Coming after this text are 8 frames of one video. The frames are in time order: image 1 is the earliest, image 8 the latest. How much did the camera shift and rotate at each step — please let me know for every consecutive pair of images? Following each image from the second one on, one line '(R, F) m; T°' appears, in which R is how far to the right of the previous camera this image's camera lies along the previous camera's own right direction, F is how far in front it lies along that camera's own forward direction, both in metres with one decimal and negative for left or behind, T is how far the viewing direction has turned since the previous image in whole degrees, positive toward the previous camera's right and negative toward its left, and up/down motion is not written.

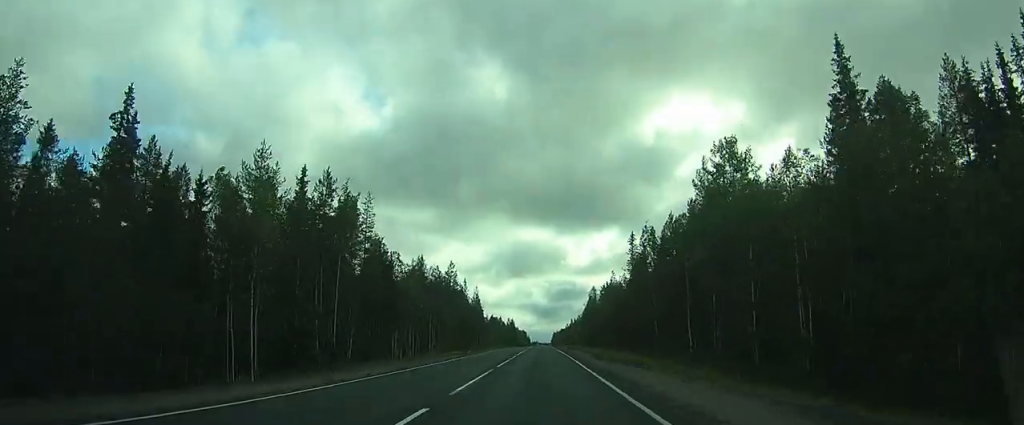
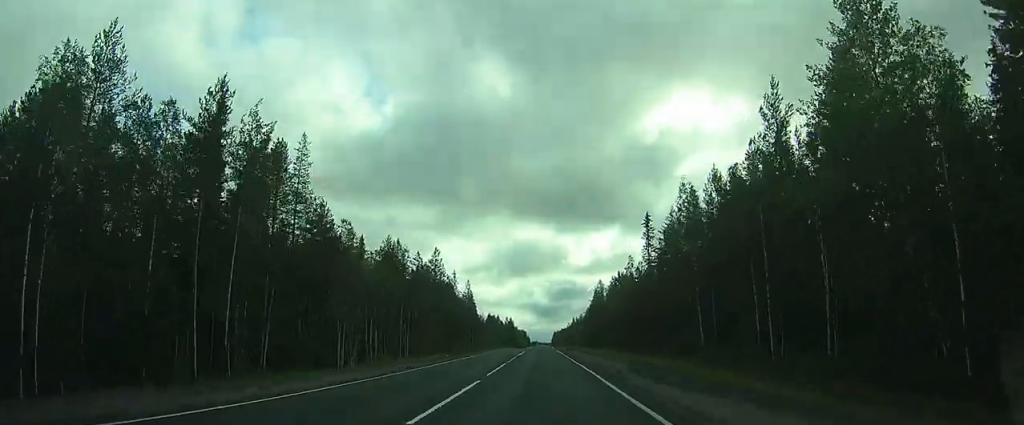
(0.0, +17.6) m; 0°
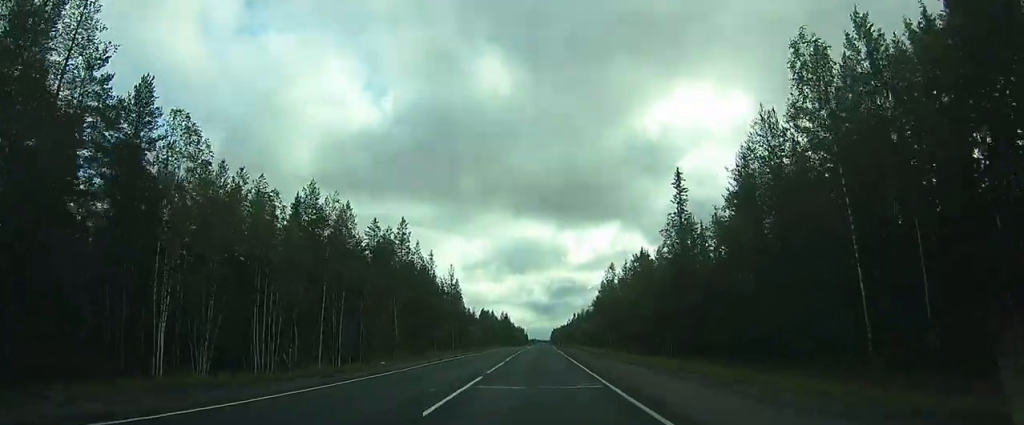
(+0.1, +24.1) m; +1°
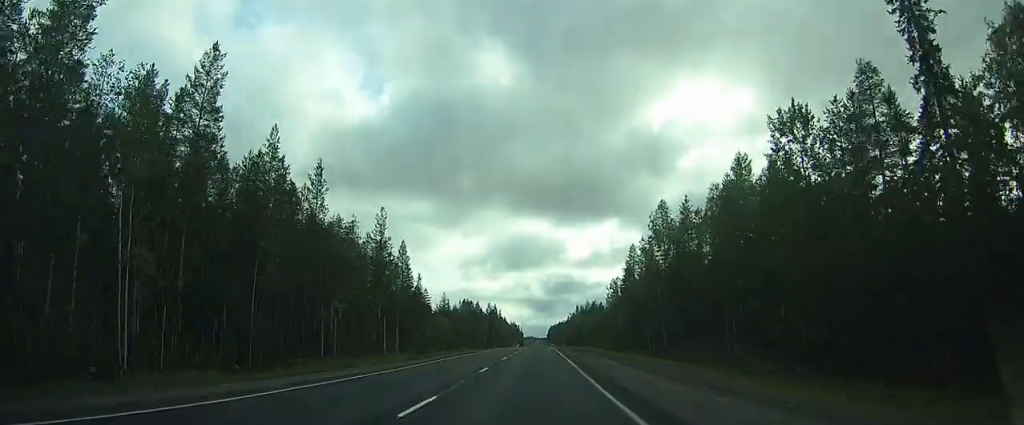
(+0.1, +50.1) m; 0°
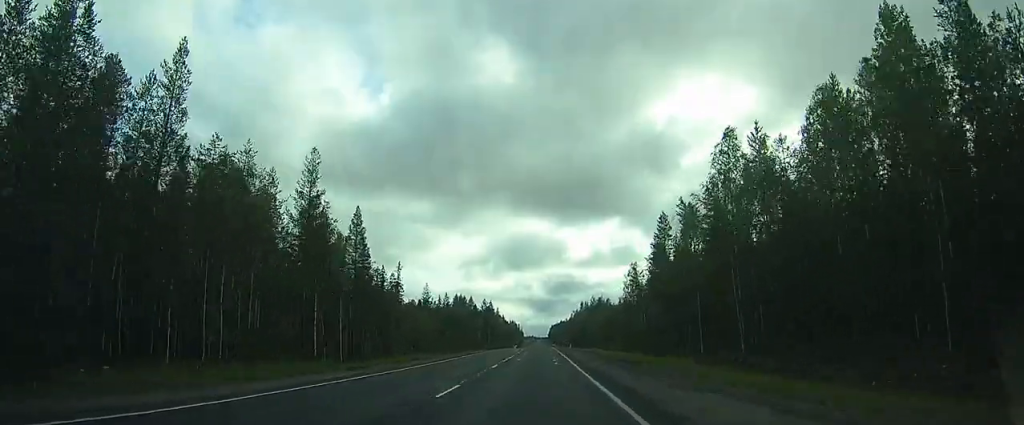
(0.0, +21.9) m; 0°
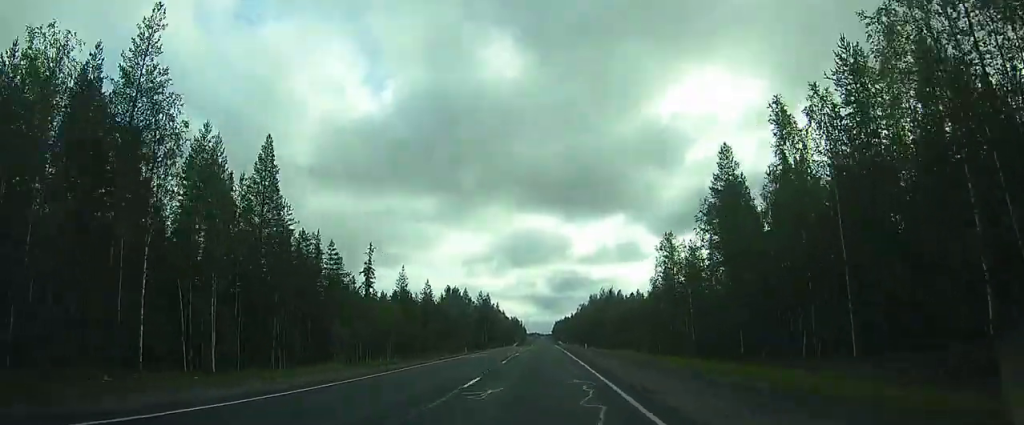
(0.0, +22.7) m; +1°
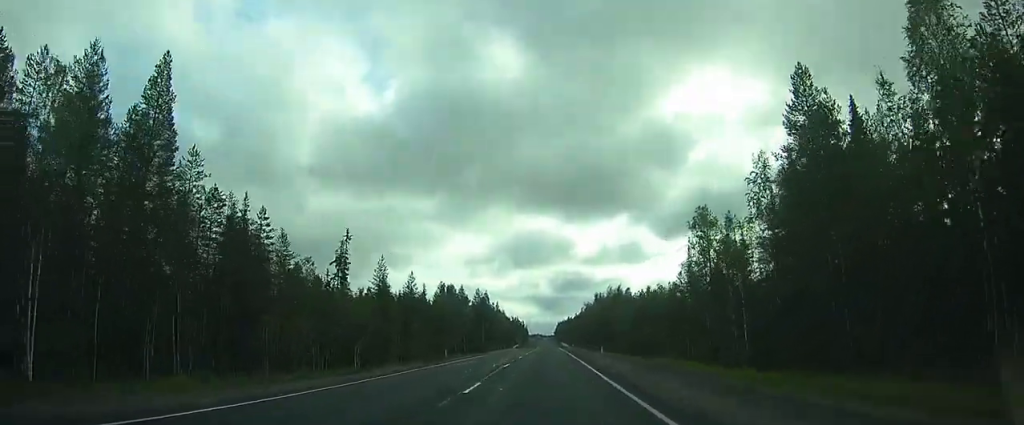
(+0.3, +13.8) m; +1°
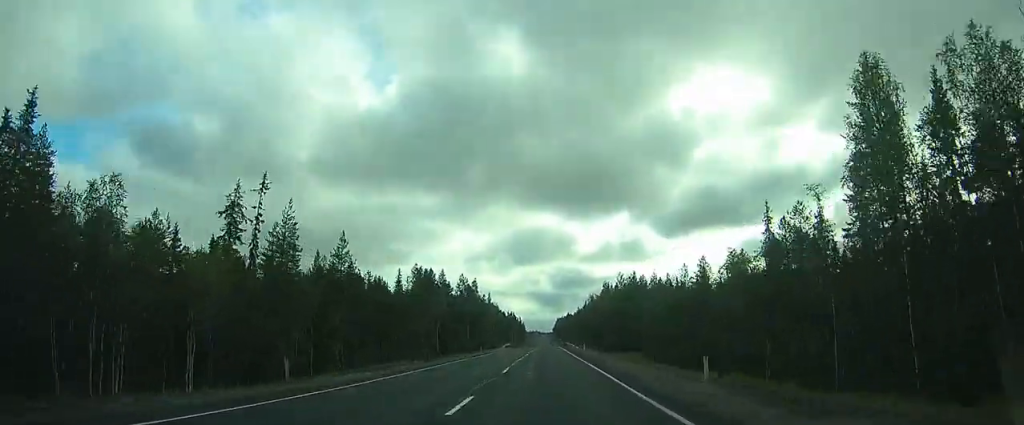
(+0.2, +29.2) m; +1°
